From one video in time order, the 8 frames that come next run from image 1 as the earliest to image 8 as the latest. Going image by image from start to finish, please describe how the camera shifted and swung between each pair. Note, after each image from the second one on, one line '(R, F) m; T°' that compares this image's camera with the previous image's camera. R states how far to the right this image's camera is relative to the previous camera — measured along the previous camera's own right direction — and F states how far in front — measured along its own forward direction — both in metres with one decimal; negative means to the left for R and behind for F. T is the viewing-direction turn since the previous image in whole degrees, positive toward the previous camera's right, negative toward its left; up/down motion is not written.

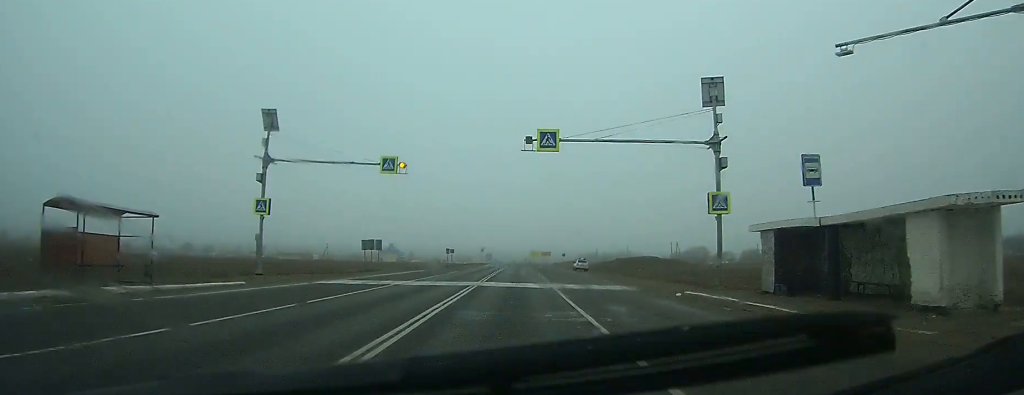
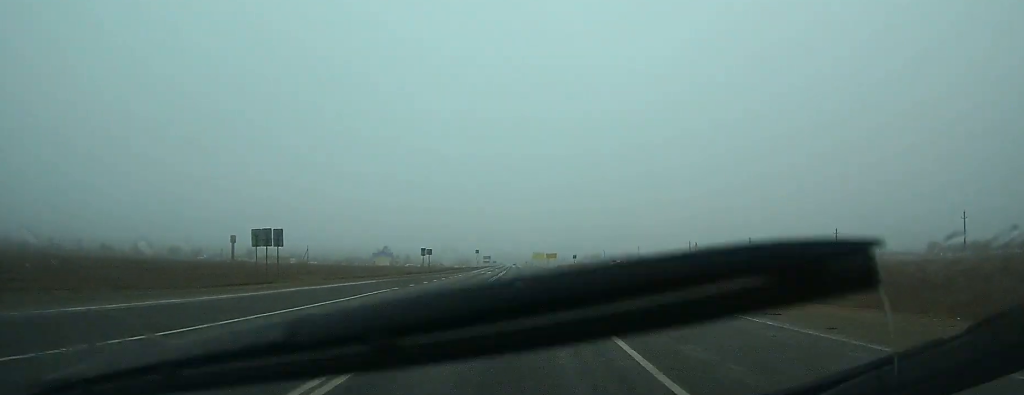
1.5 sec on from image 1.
(0.0, +26.0) m; 0°
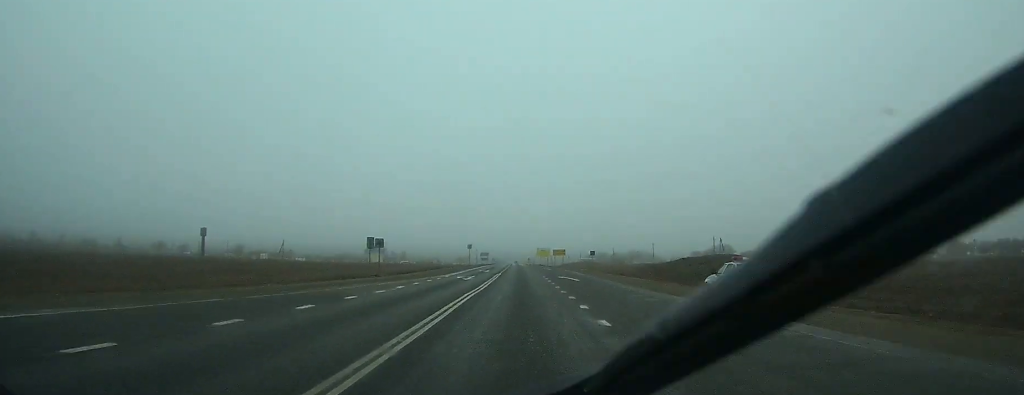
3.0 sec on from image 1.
(0.0, +26.3) m; 0°
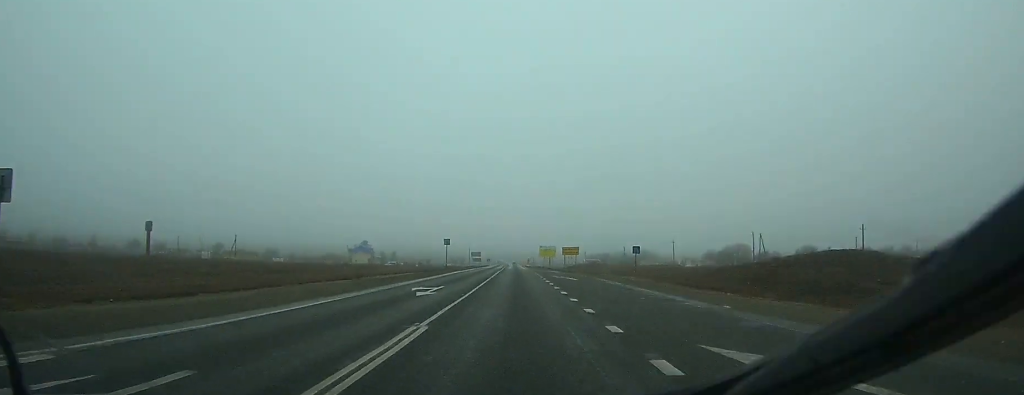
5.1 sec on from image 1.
(0.0, +37.6) m; 0°
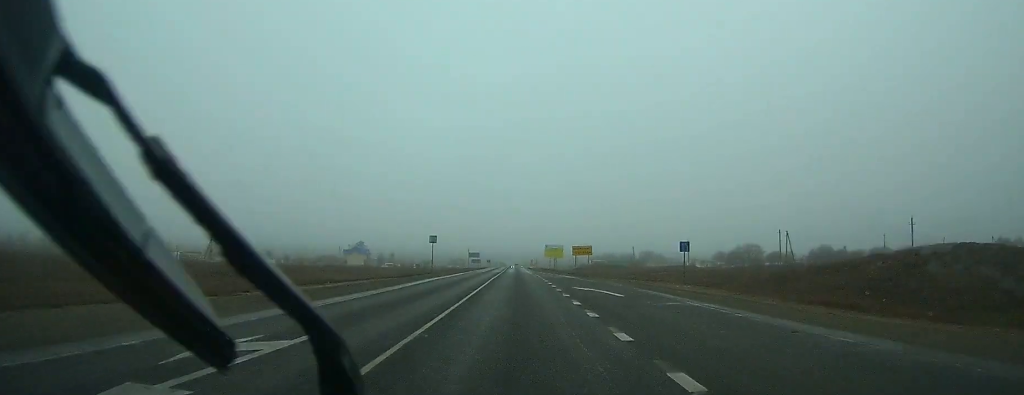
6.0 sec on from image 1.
(0.0, +17.0) m; 0°
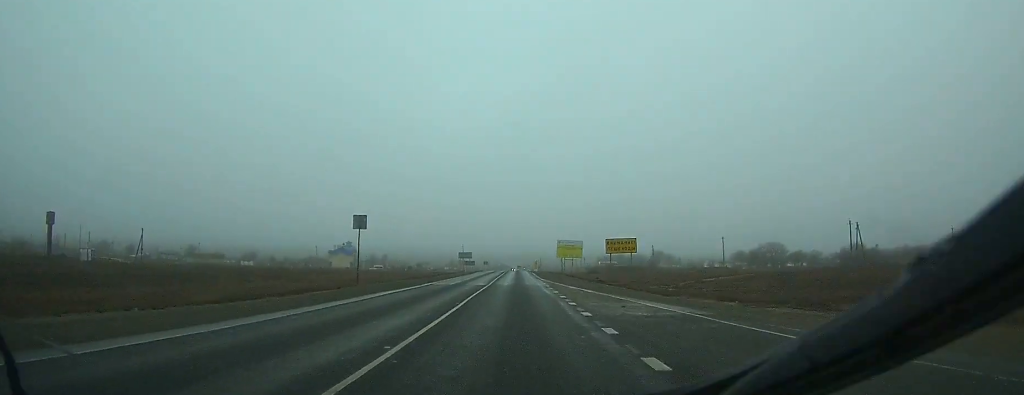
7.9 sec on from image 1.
(0.0, +34.6) m; 0°
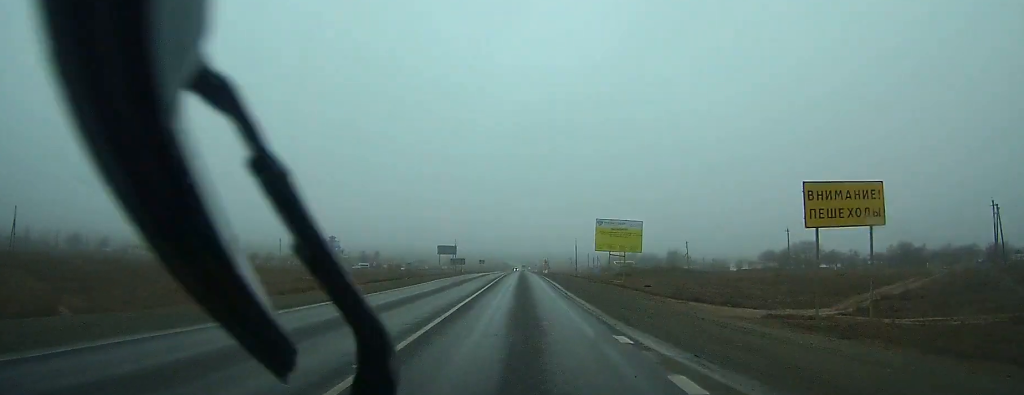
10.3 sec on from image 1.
(0.0, +40.0) m; 0°
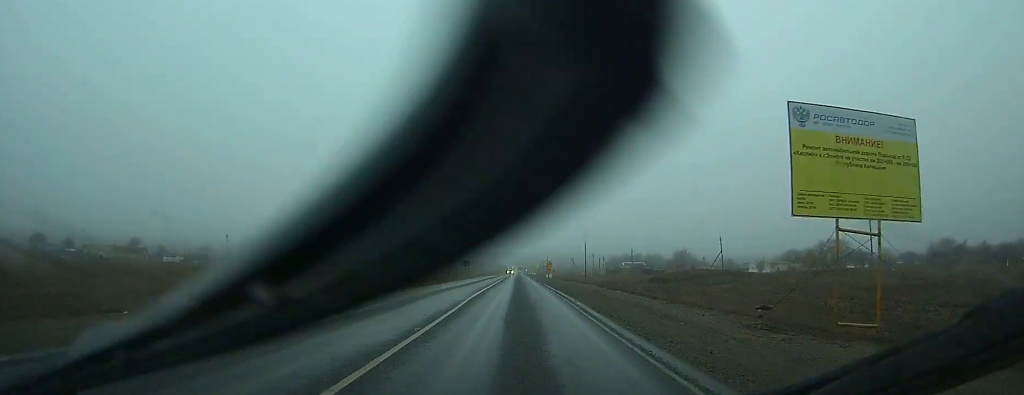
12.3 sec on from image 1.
(0.0, +33.5) m; 0°
